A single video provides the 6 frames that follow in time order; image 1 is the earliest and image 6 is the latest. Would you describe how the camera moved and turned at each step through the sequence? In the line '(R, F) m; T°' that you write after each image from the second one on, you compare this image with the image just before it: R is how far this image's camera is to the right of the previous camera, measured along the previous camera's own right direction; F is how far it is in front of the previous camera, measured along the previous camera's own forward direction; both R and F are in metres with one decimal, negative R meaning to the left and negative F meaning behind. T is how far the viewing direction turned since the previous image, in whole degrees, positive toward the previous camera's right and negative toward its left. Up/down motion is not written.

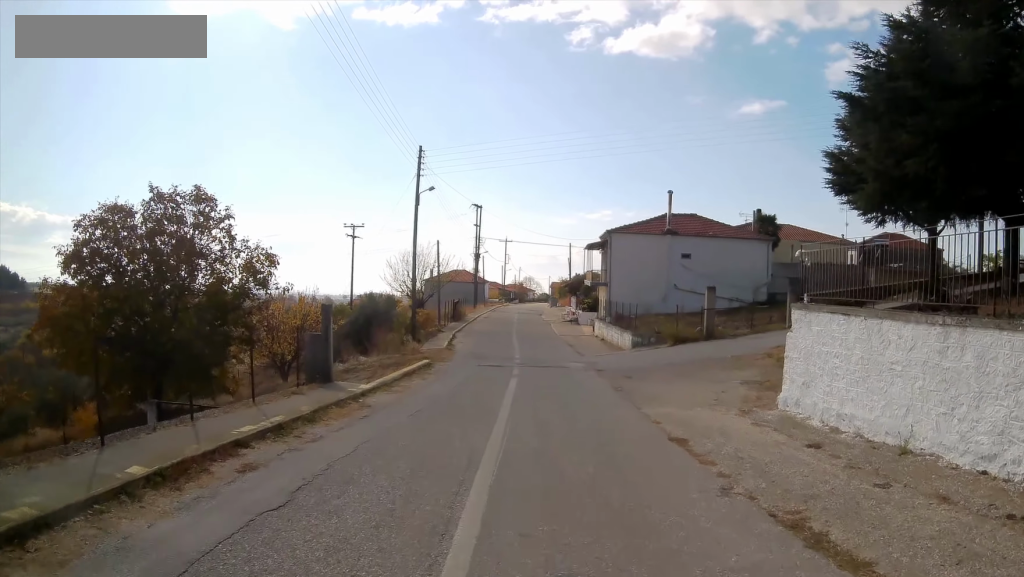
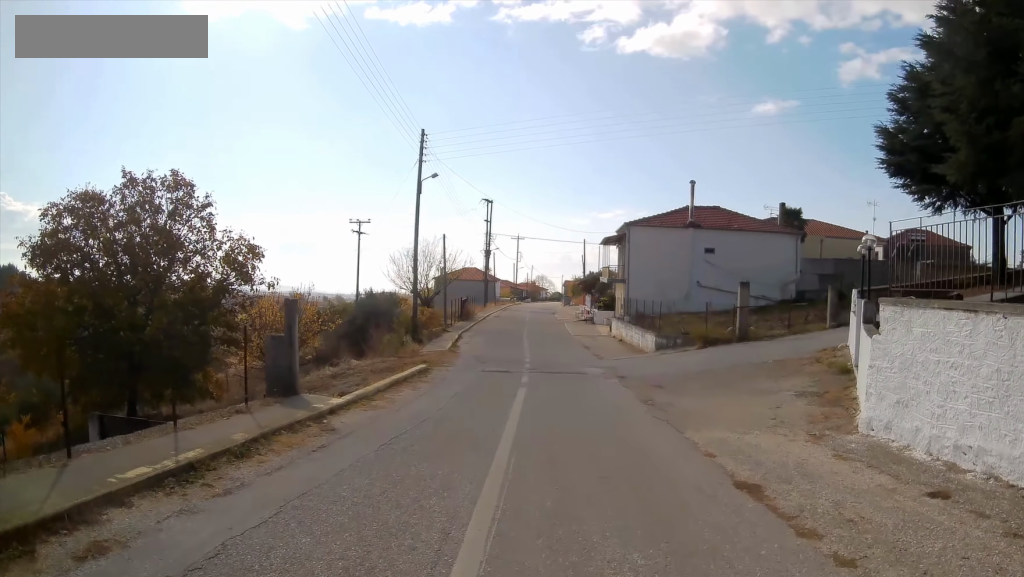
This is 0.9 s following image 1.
(+0.1, +2.8) m; +1°
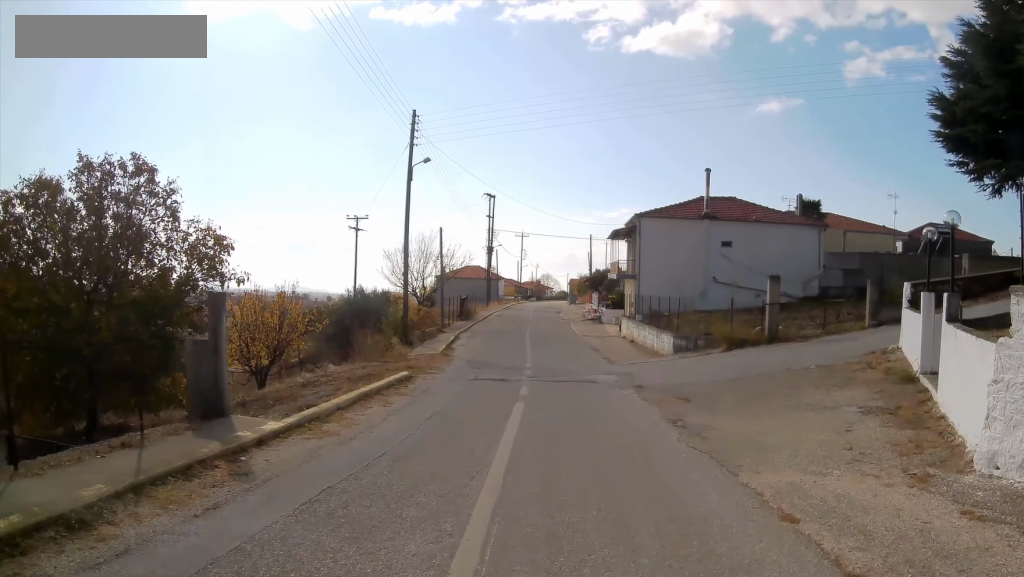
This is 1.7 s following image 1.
(0.0, +2.8) m; -1°
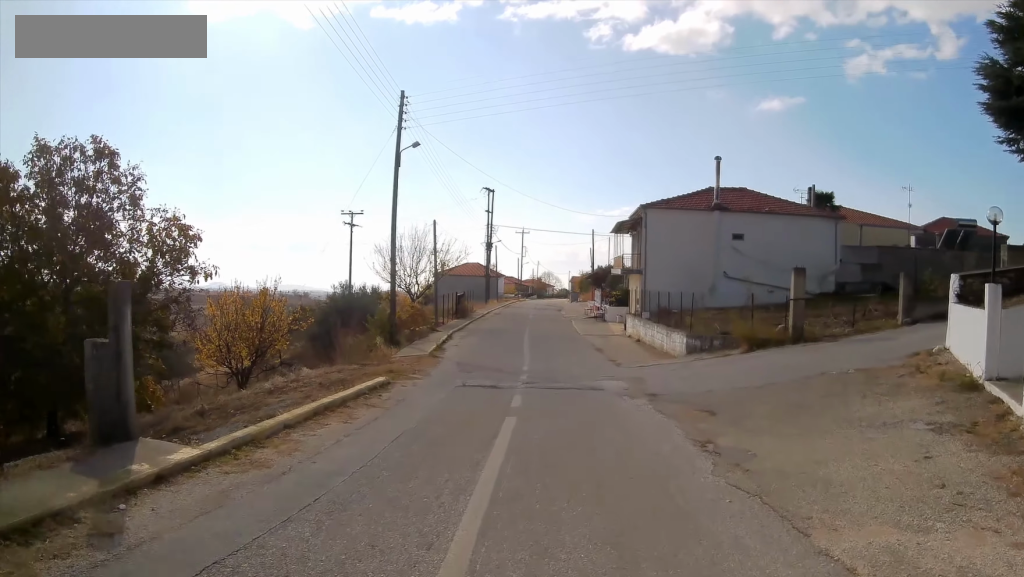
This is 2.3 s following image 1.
(-0.1, +1.9) m; -1°
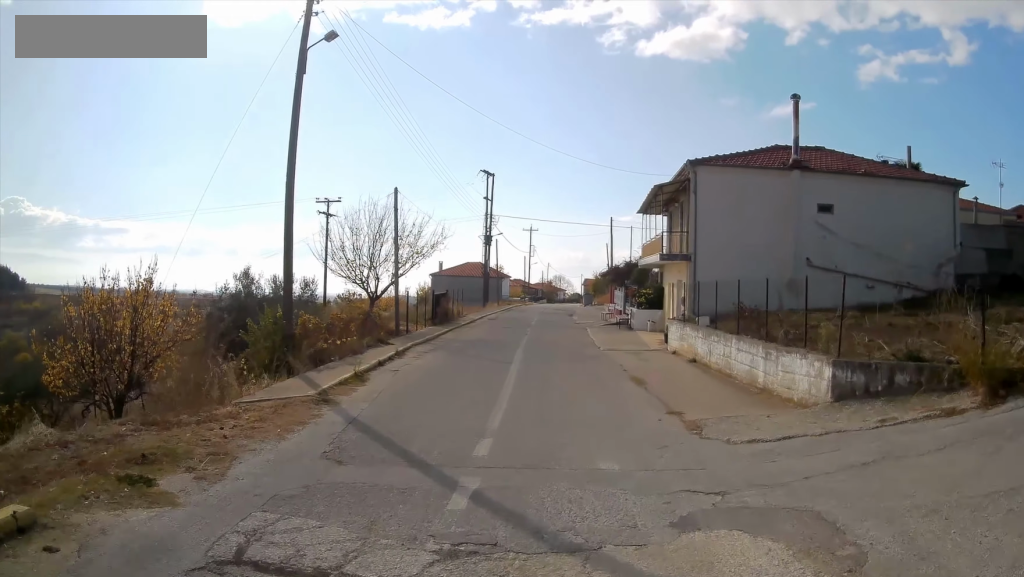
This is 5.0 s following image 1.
(+0.6, +9.5) m; +1°
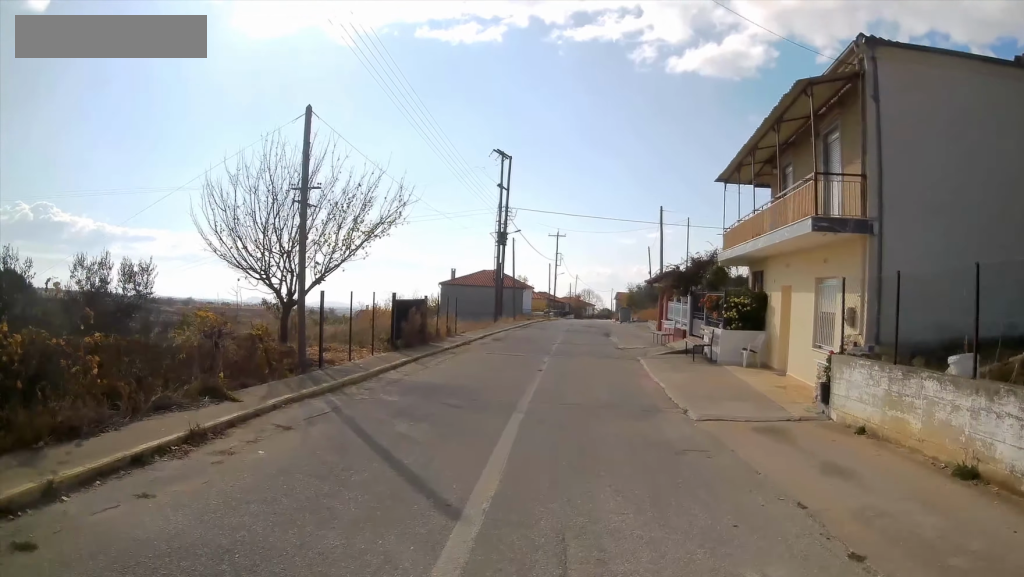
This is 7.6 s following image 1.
(-0.5, +11.4) m; -4°
